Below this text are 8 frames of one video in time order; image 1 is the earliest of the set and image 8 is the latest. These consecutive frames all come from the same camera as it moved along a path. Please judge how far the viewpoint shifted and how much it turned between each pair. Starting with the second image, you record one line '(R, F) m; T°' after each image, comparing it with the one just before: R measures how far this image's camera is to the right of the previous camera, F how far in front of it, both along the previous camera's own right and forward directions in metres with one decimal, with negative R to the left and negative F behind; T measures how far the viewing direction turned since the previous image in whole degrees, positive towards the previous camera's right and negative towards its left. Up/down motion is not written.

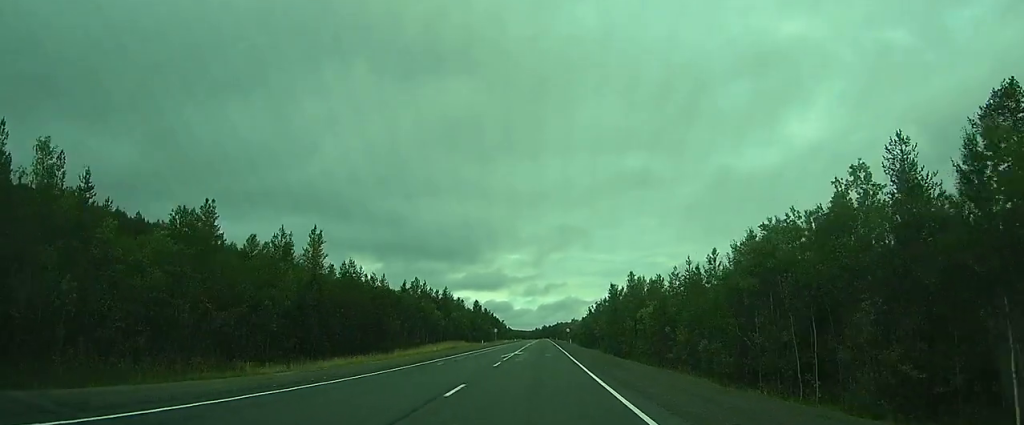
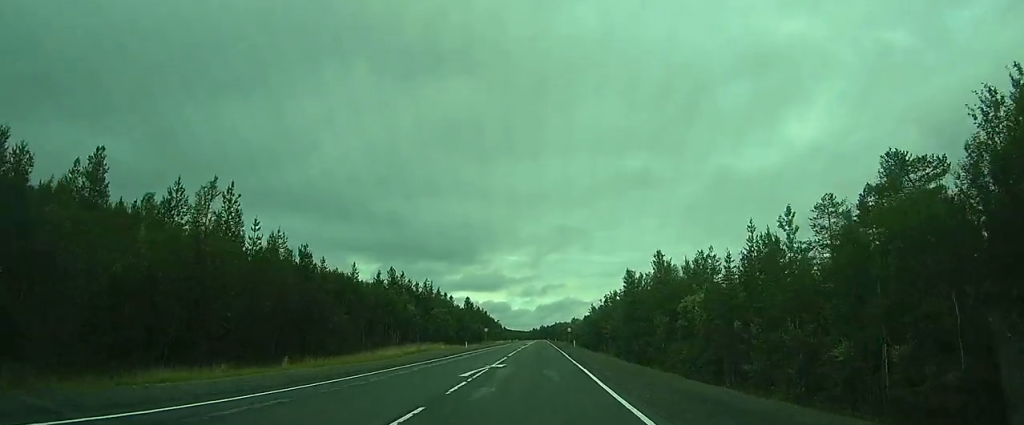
(0.0, +16.4) m; 0°
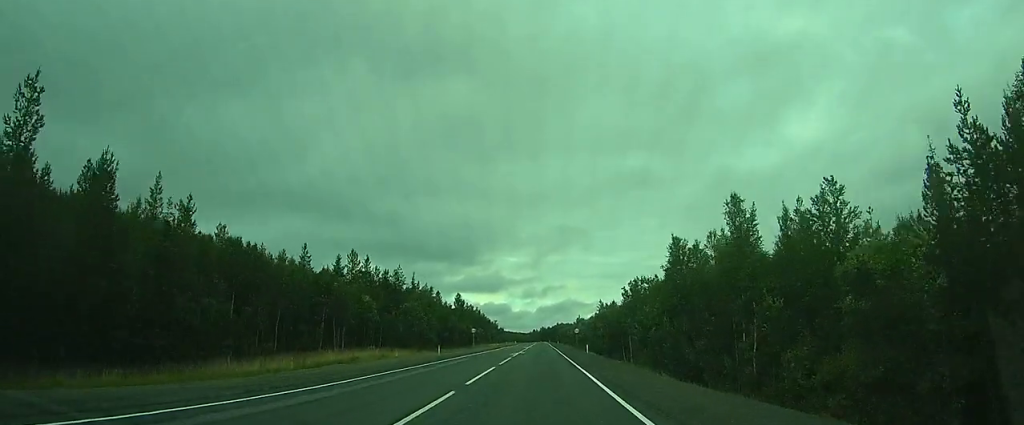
(0.0, +22.3) m; 0°
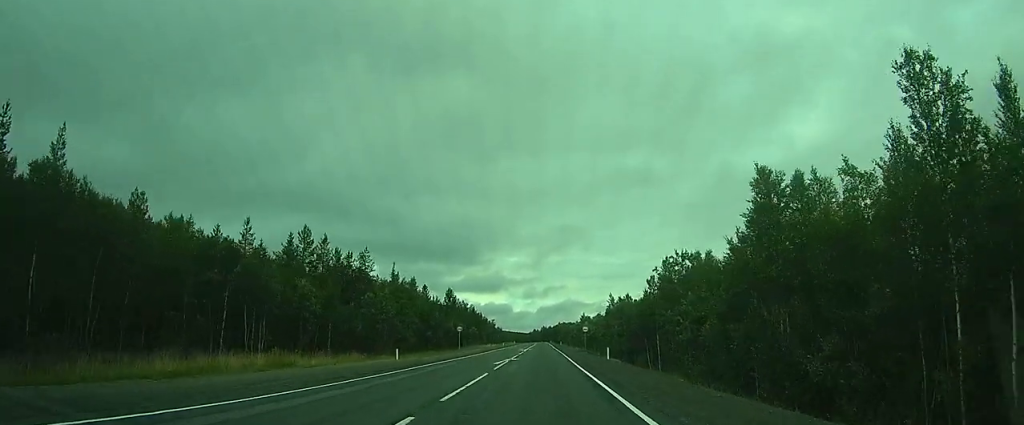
(0.0, +17.6) m; 0°
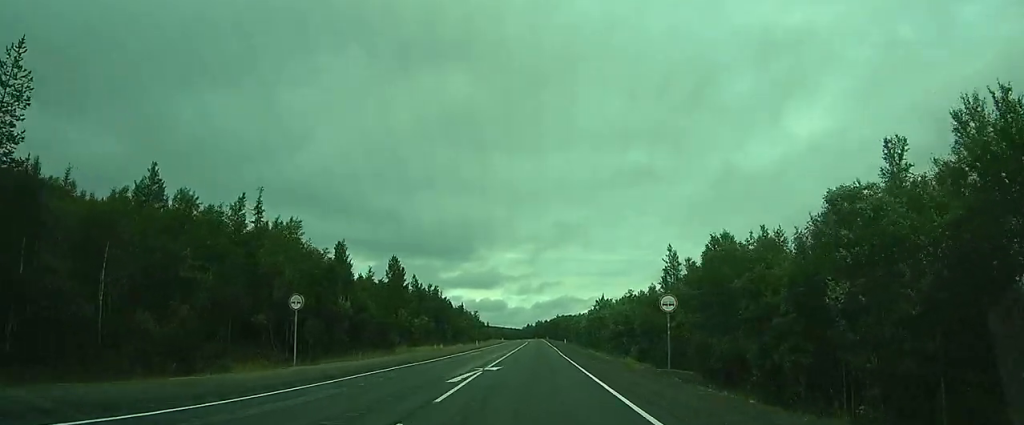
(+0.1, +52.1) m; 0°
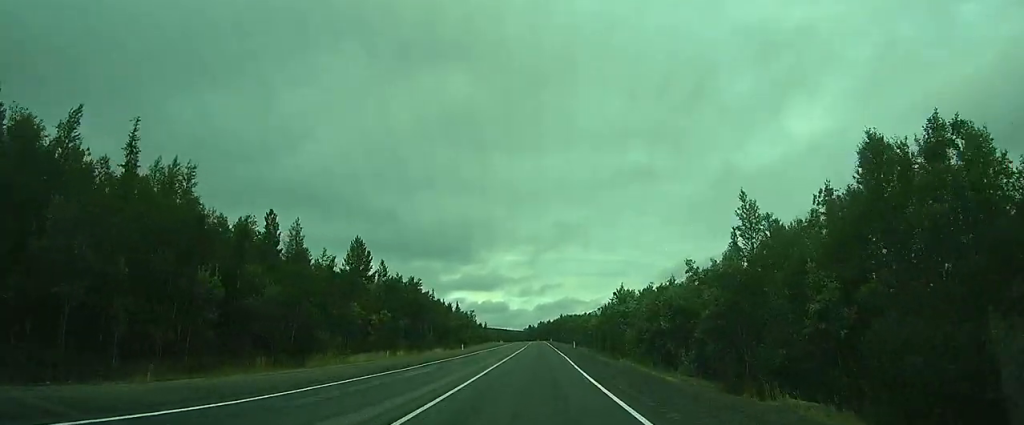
(0.0, +20.2) m; 0°
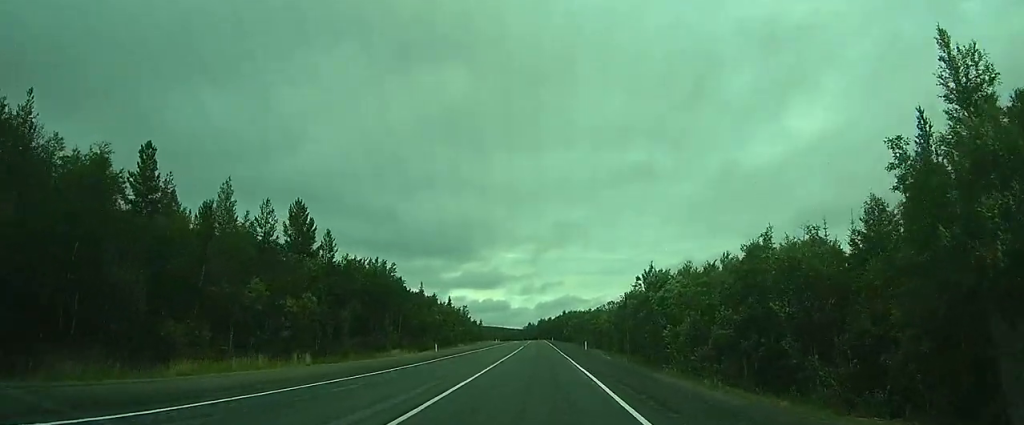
(0.0, +19.3) m; 0°
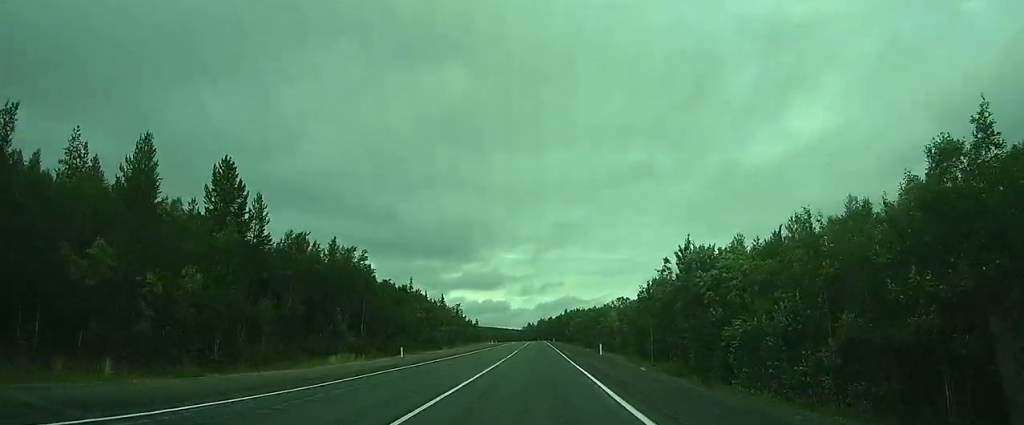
(0.0, +14.0) m; 0°
